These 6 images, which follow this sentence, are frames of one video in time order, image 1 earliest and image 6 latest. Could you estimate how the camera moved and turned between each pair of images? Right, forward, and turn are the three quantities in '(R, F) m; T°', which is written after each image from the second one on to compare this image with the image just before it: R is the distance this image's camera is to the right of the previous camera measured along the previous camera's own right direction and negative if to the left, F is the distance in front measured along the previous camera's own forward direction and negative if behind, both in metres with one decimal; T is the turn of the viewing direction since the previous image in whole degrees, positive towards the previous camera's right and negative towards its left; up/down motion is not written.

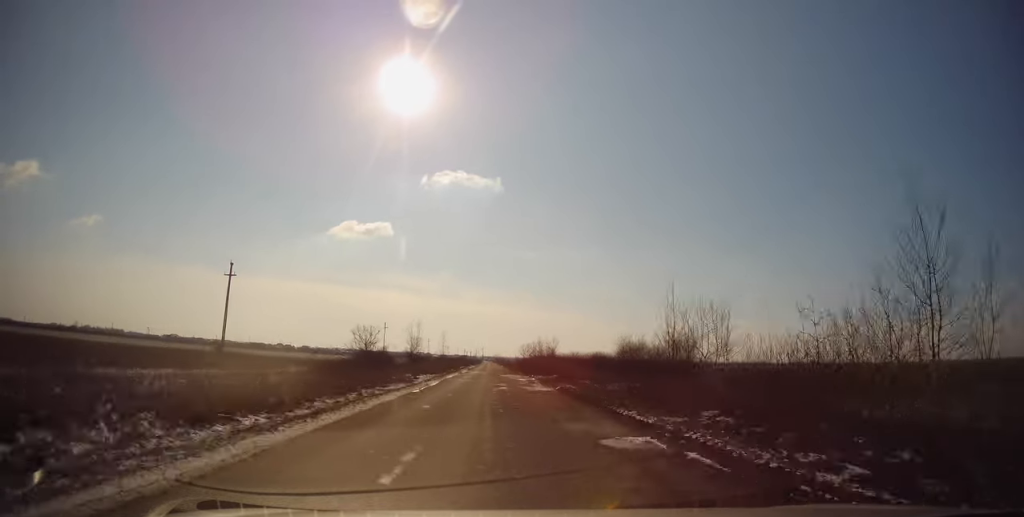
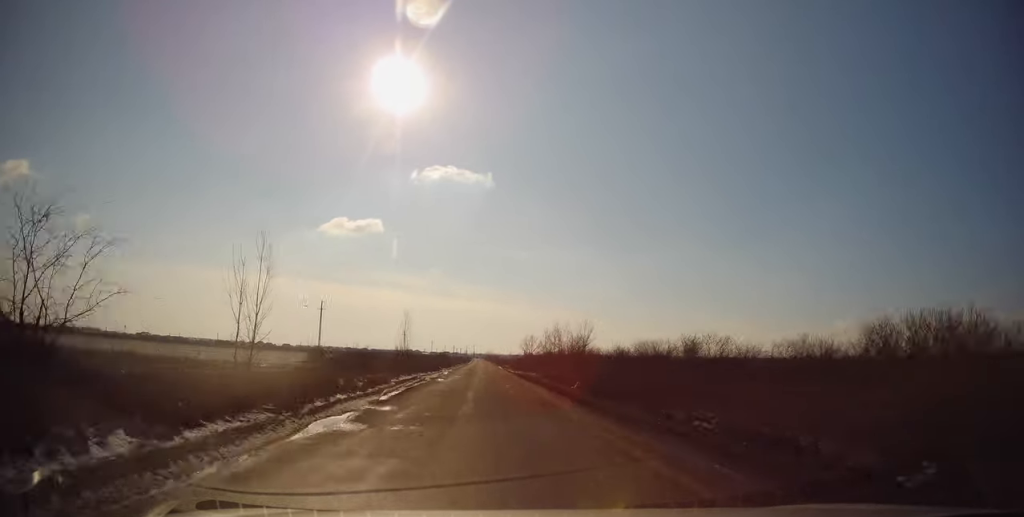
(-0.1, +48.3) m; 0°
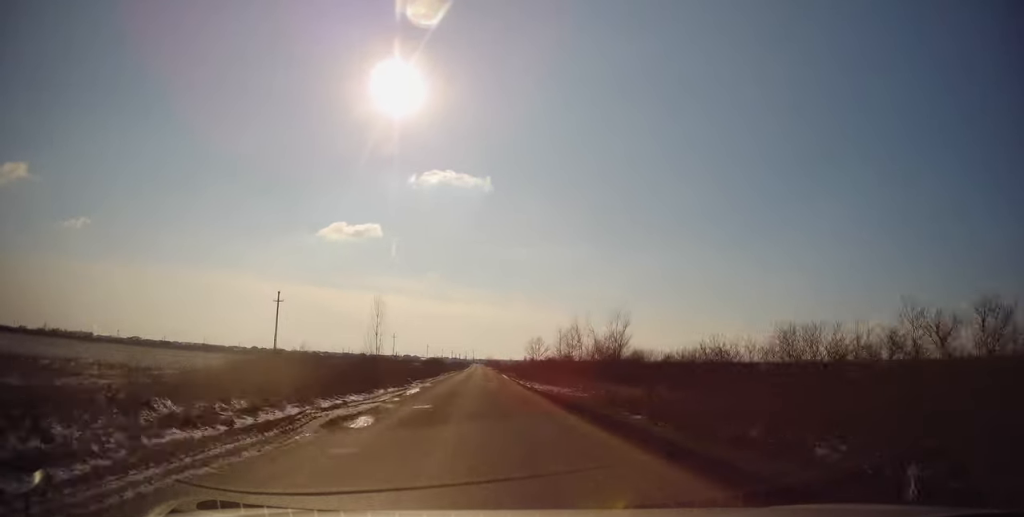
(+0.2, +19.5) m; 0°
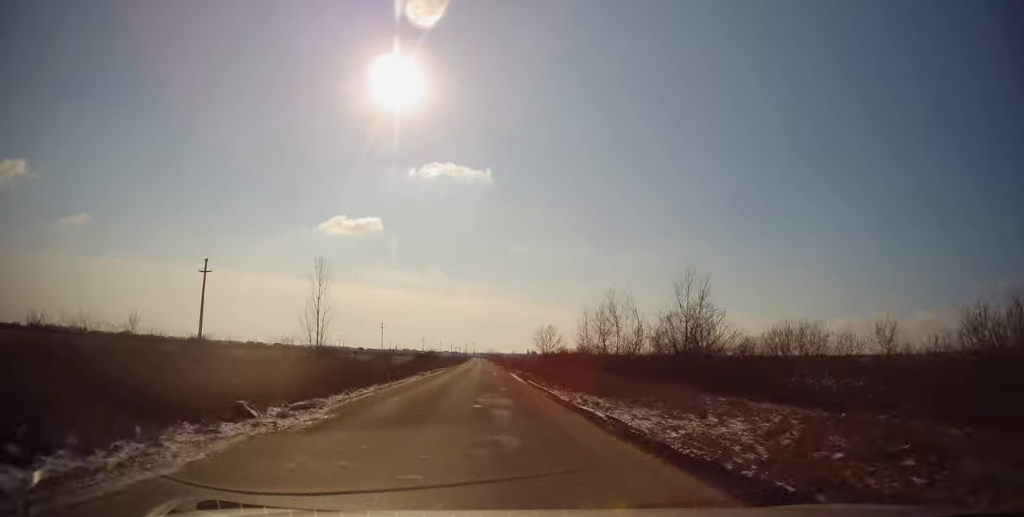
(0.0, +20.5) m; 0°
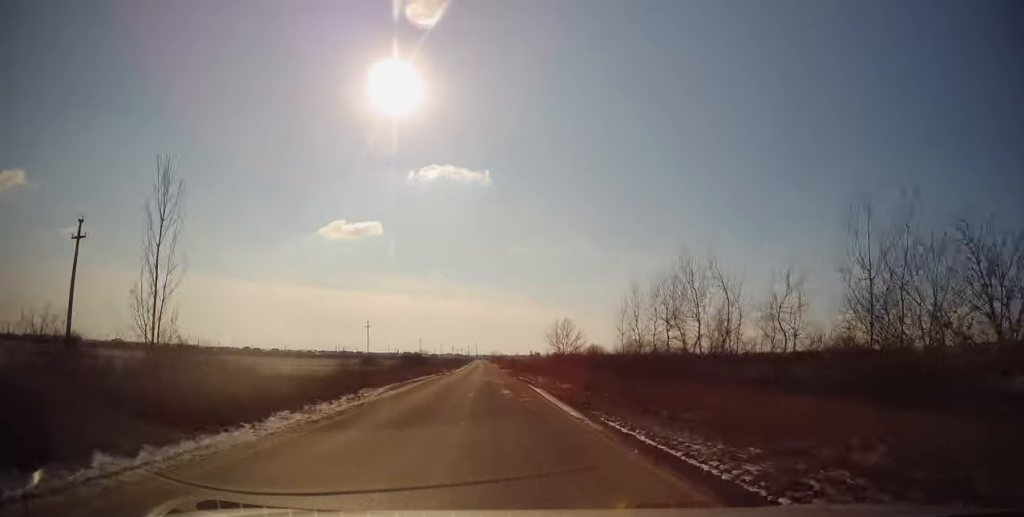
(-0.3, +19.6) m; 0°
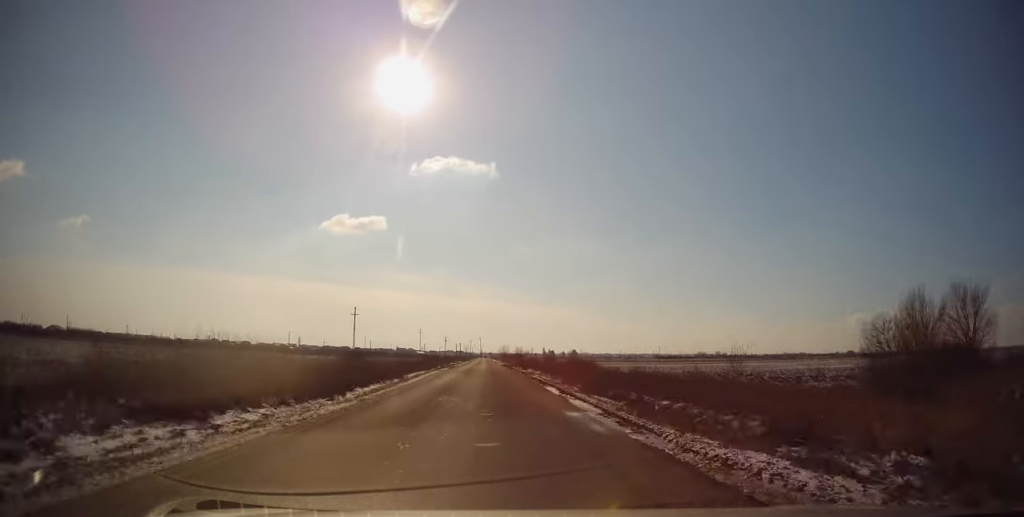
(+1.2, +115.0) m; 0°
